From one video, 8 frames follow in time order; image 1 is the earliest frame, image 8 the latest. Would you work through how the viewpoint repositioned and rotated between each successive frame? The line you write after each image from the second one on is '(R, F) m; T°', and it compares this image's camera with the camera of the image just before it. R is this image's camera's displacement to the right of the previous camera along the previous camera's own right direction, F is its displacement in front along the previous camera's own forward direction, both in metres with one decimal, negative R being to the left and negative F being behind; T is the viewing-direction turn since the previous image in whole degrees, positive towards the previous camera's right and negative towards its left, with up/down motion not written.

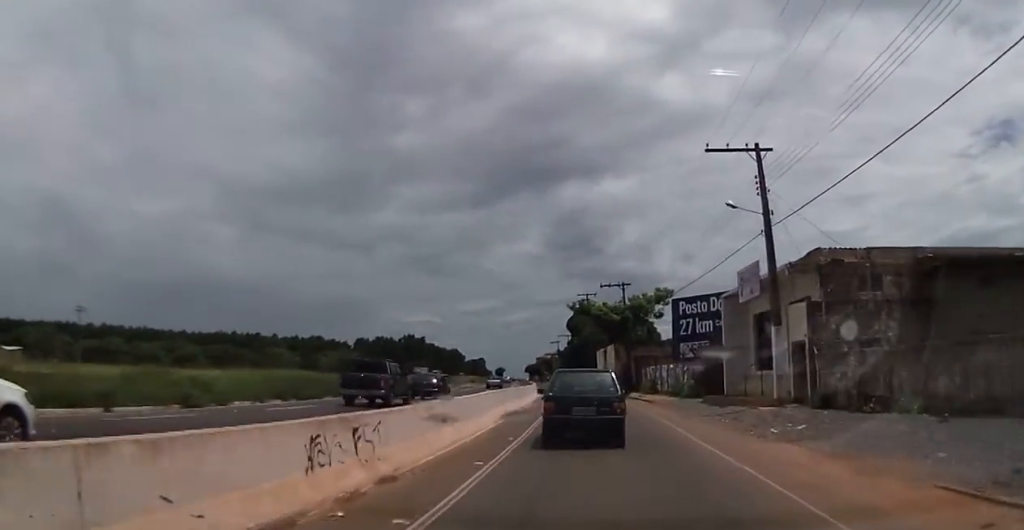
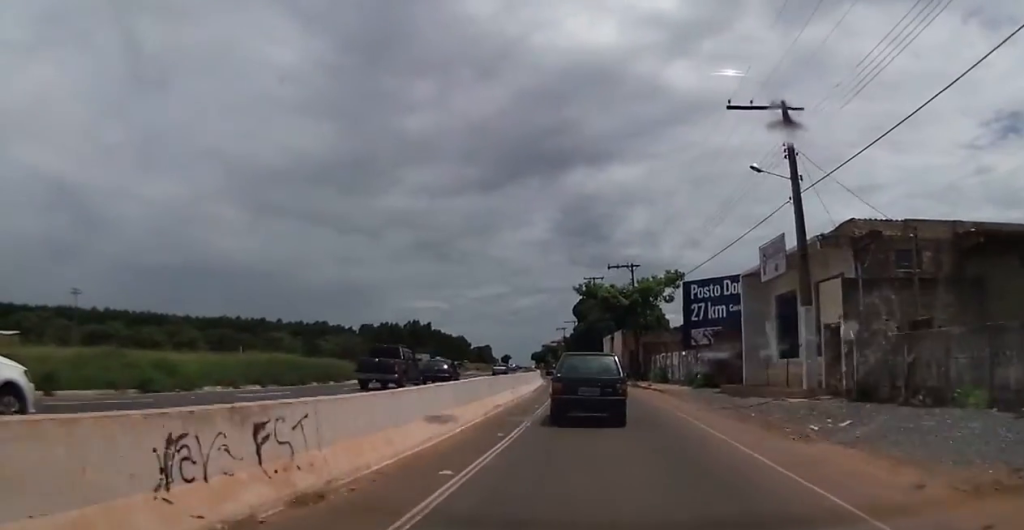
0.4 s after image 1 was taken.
(0.0, +2.5) m; 0°
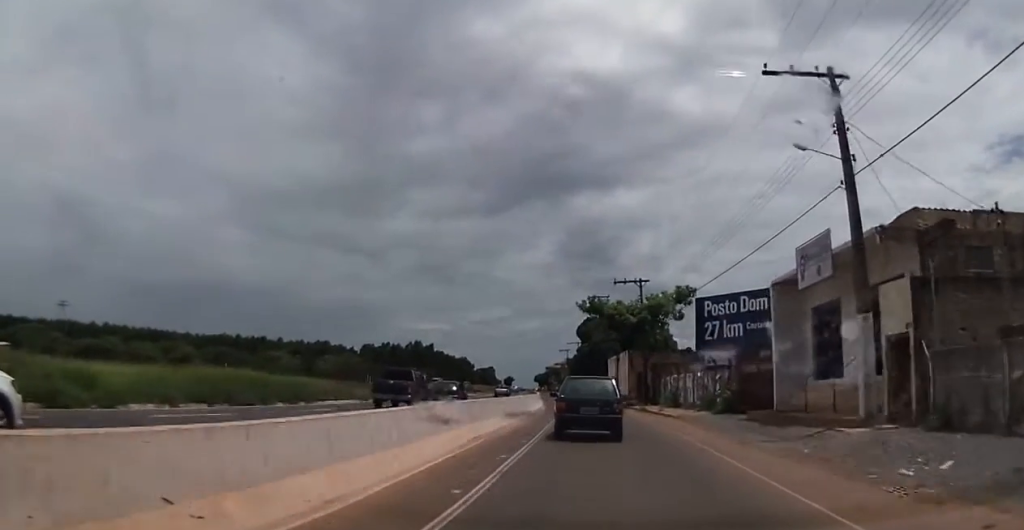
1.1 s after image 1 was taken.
(0.0, +3.5) m; 0°
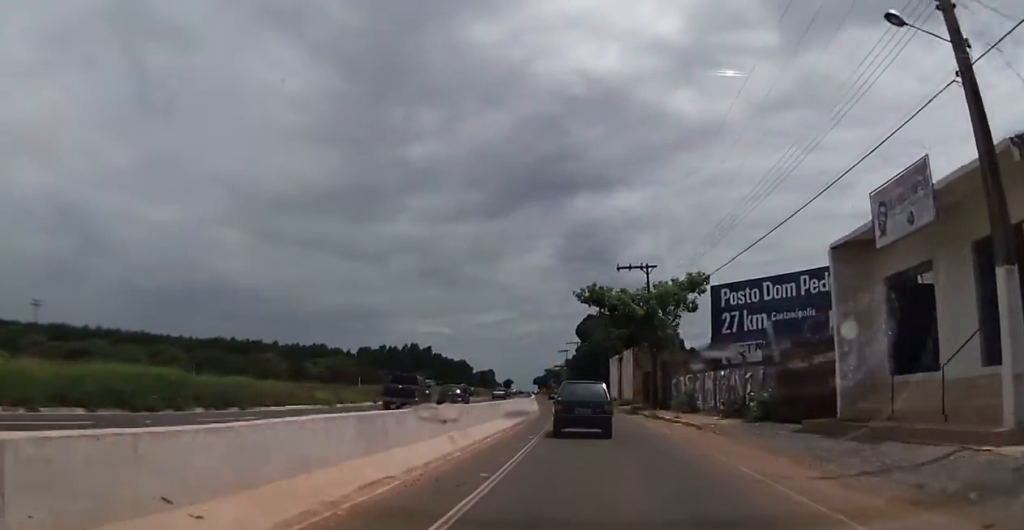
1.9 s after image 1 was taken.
(0.0, +5.2) m; 0°
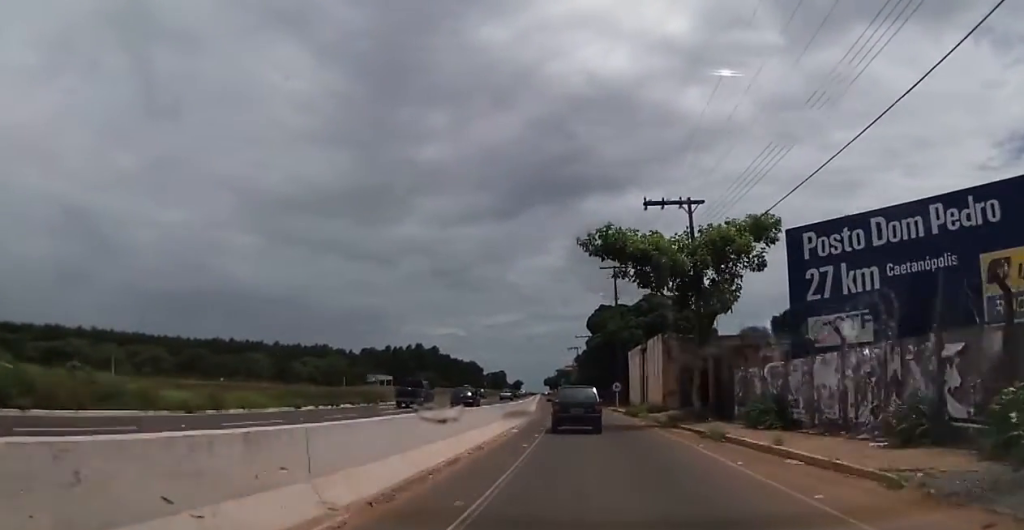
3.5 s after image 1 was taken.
(-0.3, +12.1) m; -5°
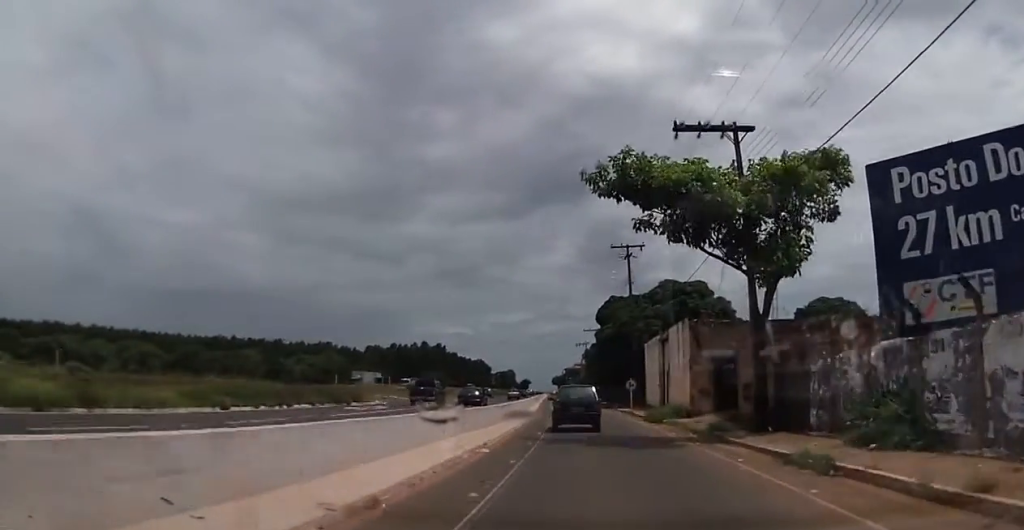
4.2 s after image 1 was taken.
(-0.4, +6.5) m; -2°
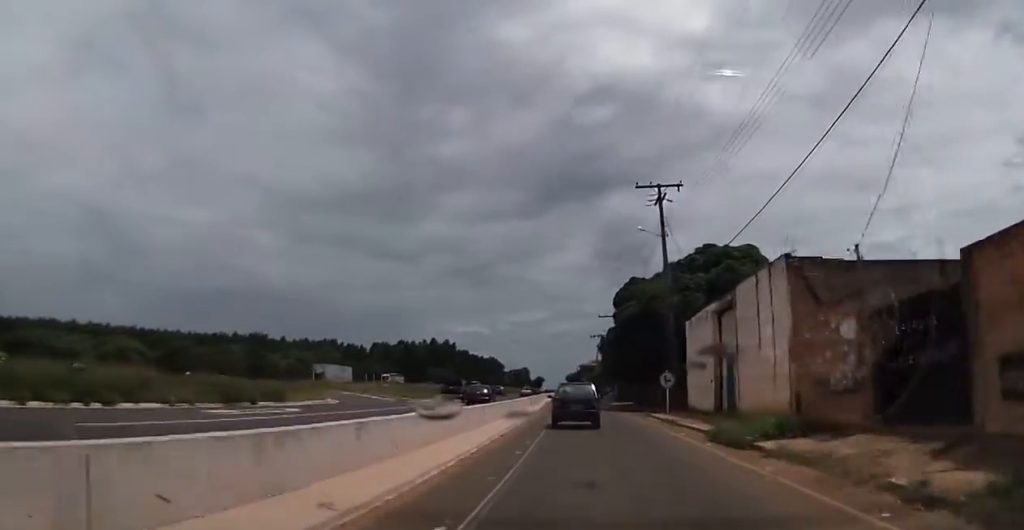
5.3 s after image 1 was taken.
(+0.1, +12.4) m; +1°
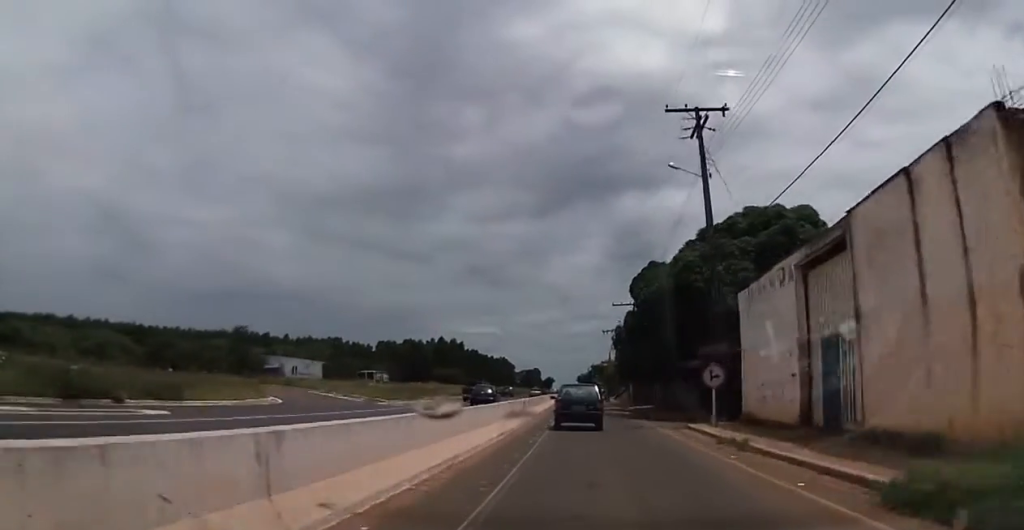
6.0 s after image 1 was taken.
(0.0, +9.3) m; 0°
